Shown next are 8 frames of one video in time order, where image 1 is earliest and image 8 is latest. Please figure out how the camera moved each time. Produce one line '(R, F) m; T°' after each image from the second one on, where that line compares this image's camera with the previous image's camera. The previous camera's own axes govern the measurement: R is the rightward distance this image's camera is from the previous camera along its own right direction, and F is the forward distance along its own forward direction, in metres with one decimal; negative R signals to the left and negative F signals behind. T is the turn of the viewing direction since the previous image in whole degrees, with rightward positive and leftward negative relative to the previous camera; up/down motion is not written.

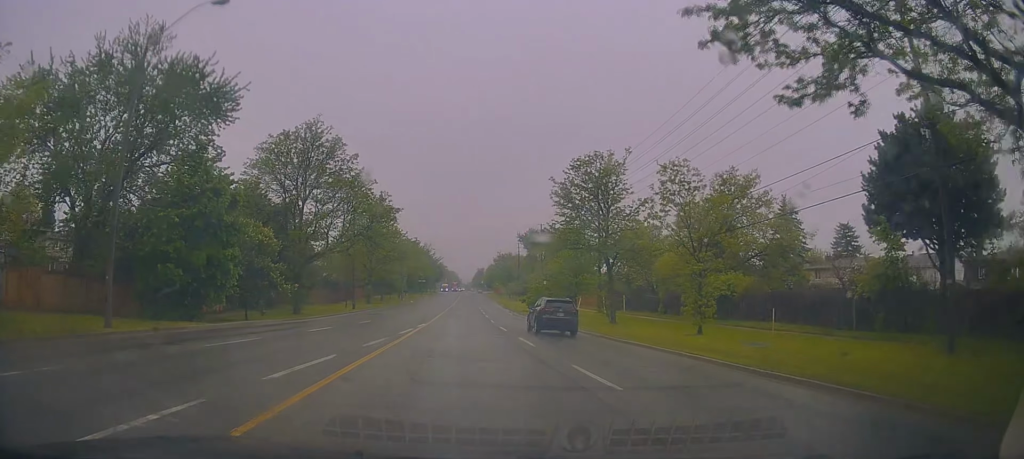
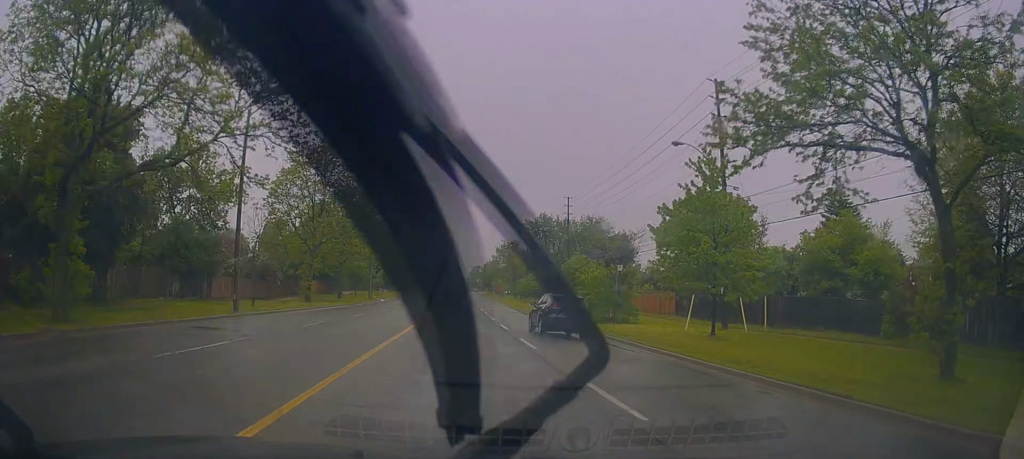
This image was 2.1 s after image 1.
(0.0, +29.7) m; +3°
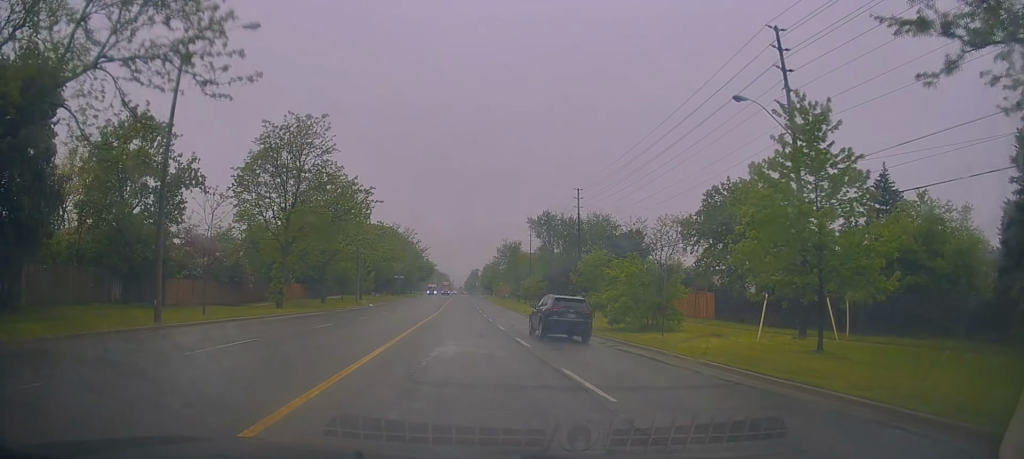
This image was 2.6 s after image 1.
(+0.2, +7.5) m; 0°
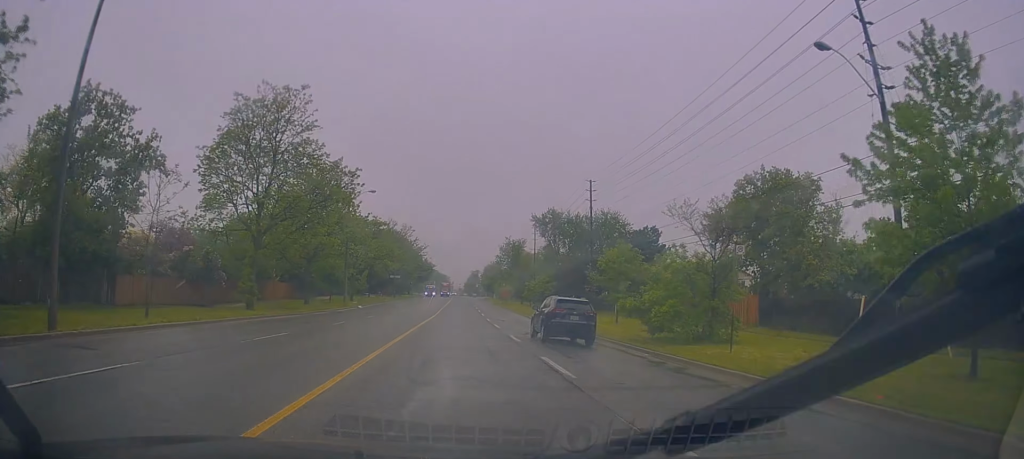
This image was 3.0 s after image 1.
(+0.2, +6.3) m; 0°
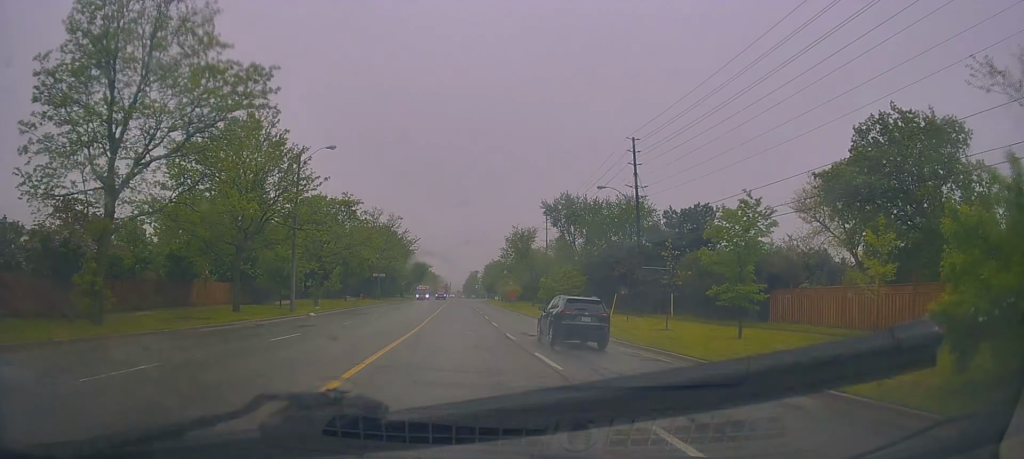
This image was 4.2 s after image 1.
(-0.5, +16.9) m; -1°
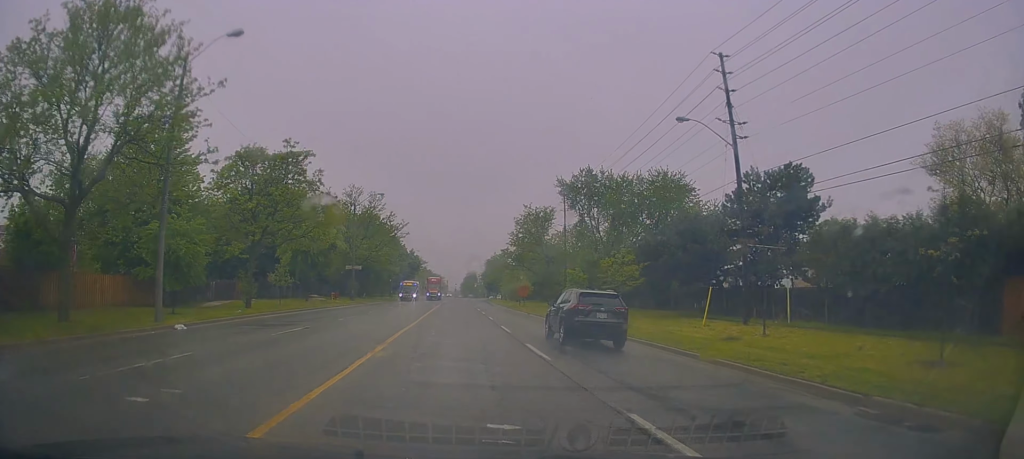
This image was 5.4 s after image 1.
(+0.3, +17.7) m; +1°
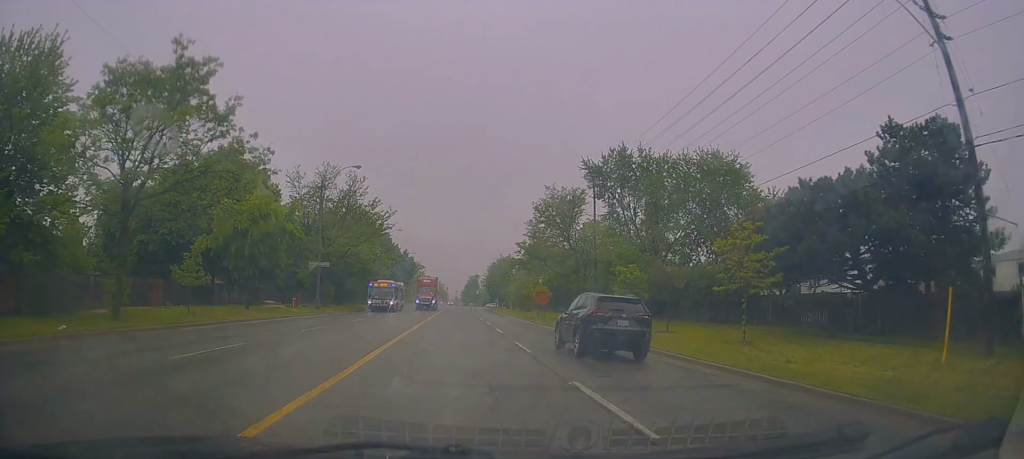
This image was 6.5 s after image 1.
(-0.2, +15.5) m; -2°
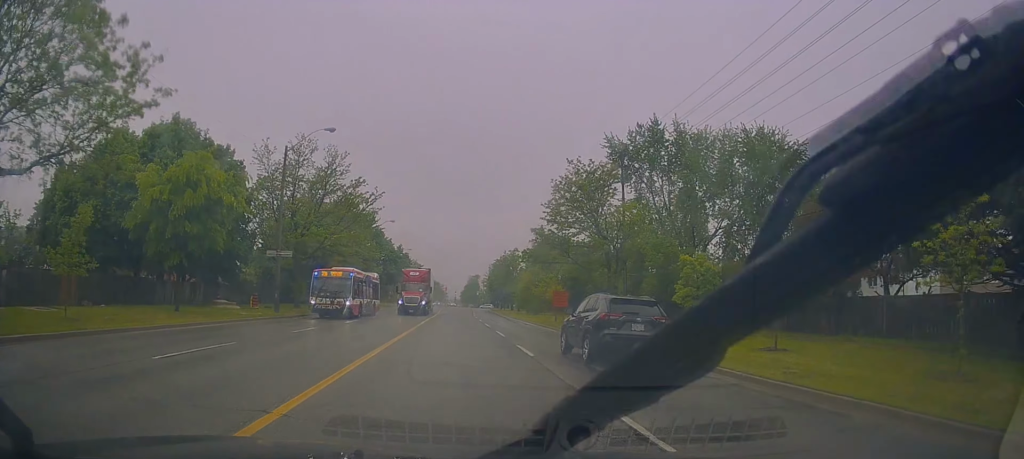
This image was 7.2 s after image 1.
(-0.5, +10.2) m; -1°
